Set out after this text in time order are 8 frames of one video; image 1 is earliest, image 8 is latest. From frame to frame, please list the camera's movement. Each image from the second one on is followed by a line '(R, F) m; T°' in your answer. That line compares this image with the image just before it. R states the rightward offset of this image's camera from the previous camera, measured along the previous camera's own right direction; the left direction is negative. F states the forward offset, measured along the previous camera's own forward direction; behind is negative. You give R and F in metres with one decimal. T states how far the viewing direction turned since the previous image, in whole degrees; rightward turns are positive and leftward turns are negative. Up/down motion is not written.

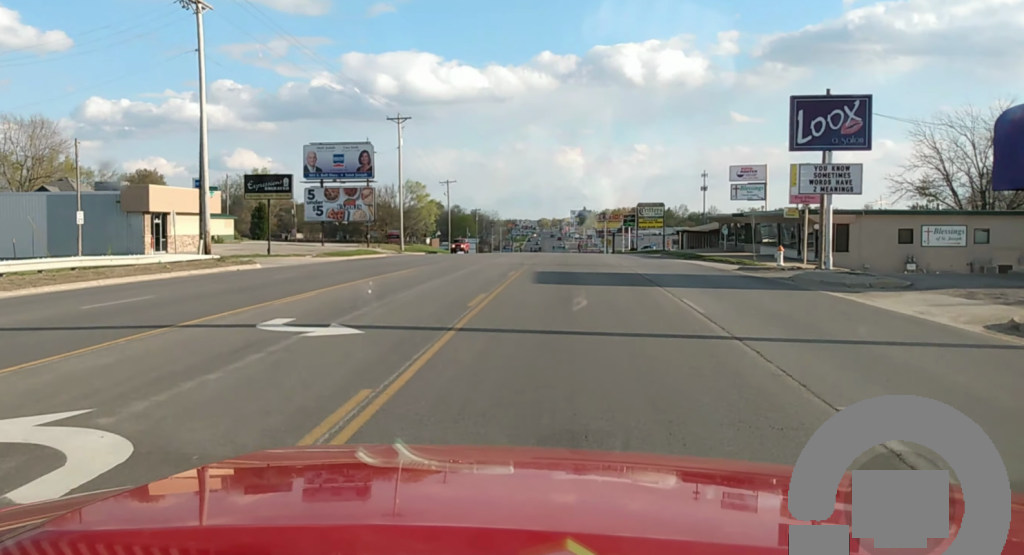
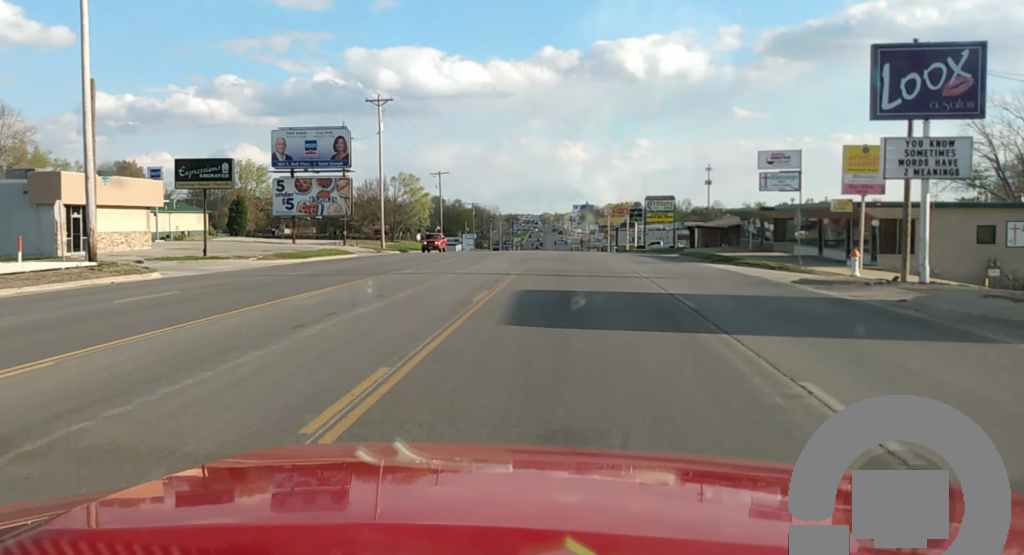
(0.0, +10.9) m; 0°
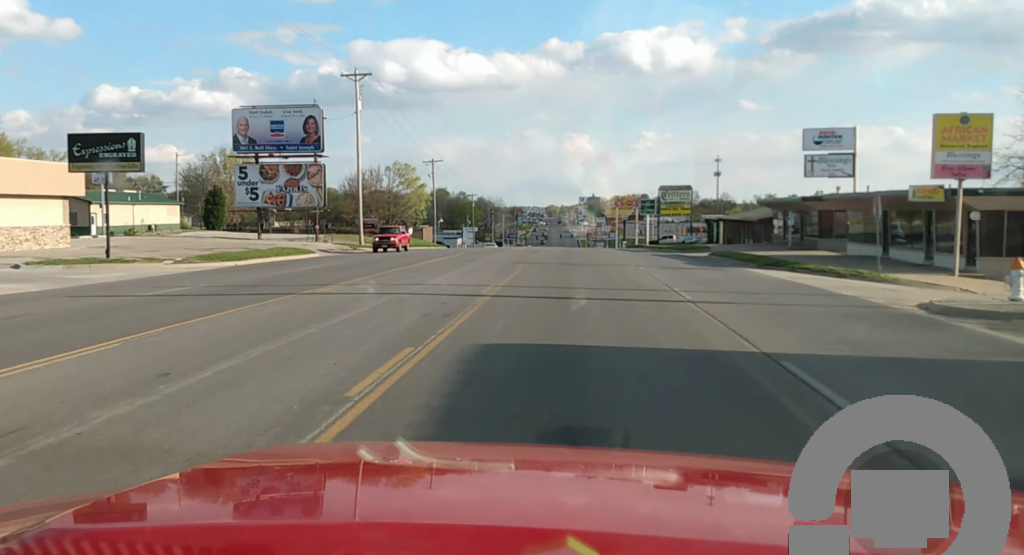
(-0.1, +10.8) m; 0°
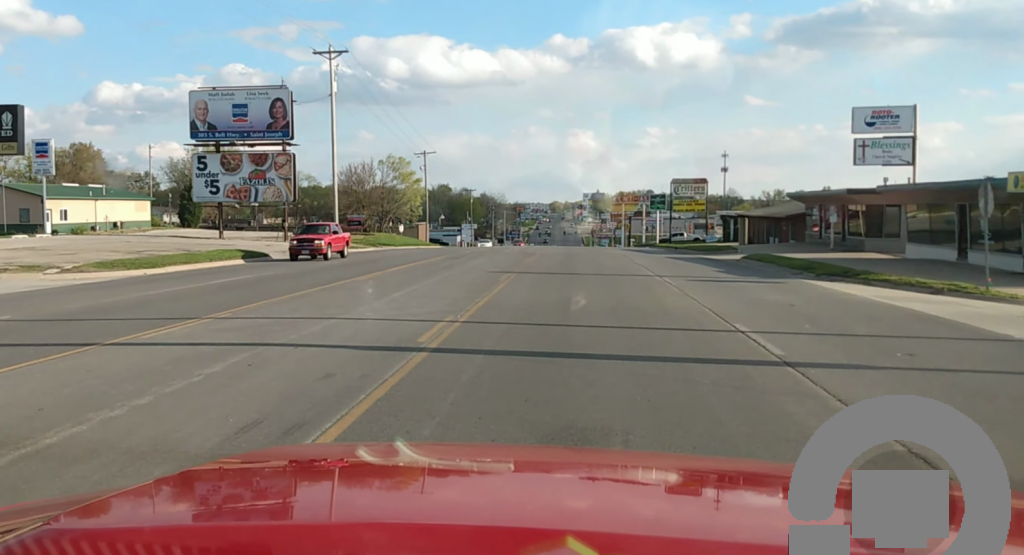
(+0.1, +8.4) m; 0°
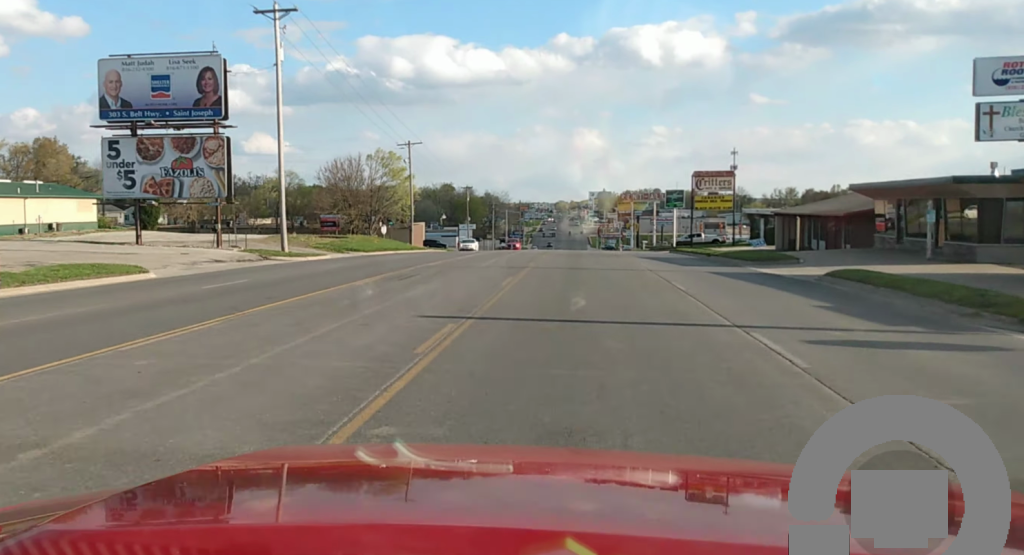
(+0.1, +13.2) m; 0°
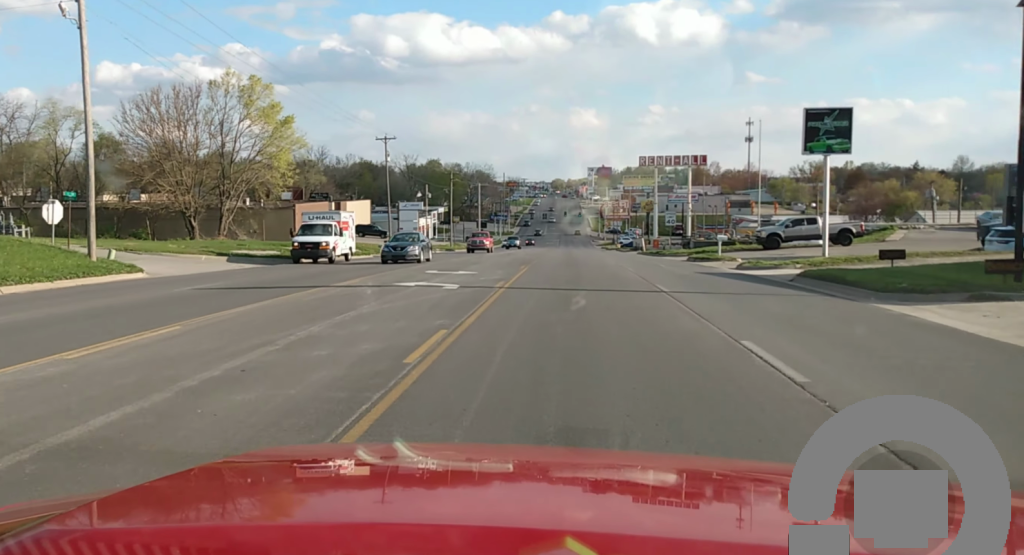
(-0.7, +62.8) m; -1°
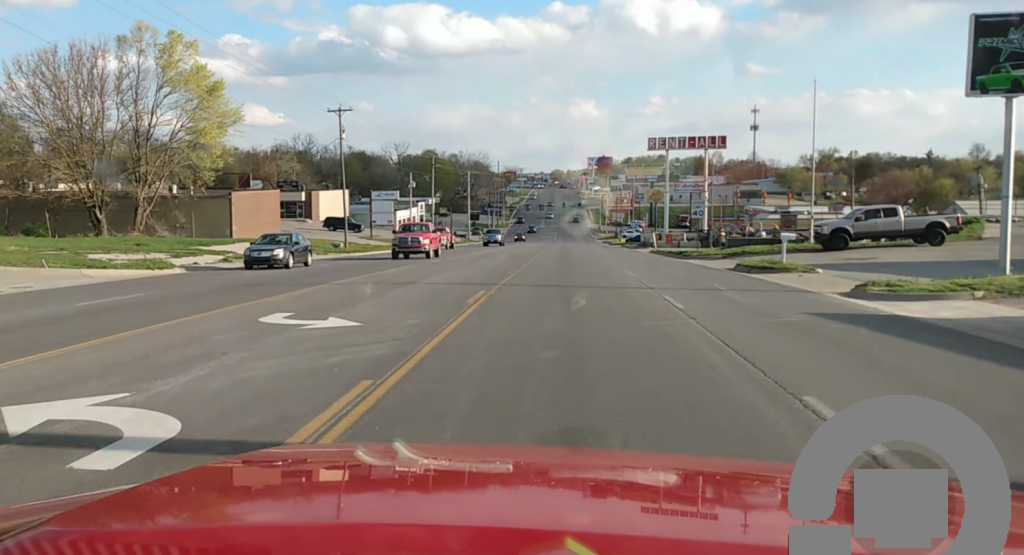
(+0.1, +16.6) m; 0°
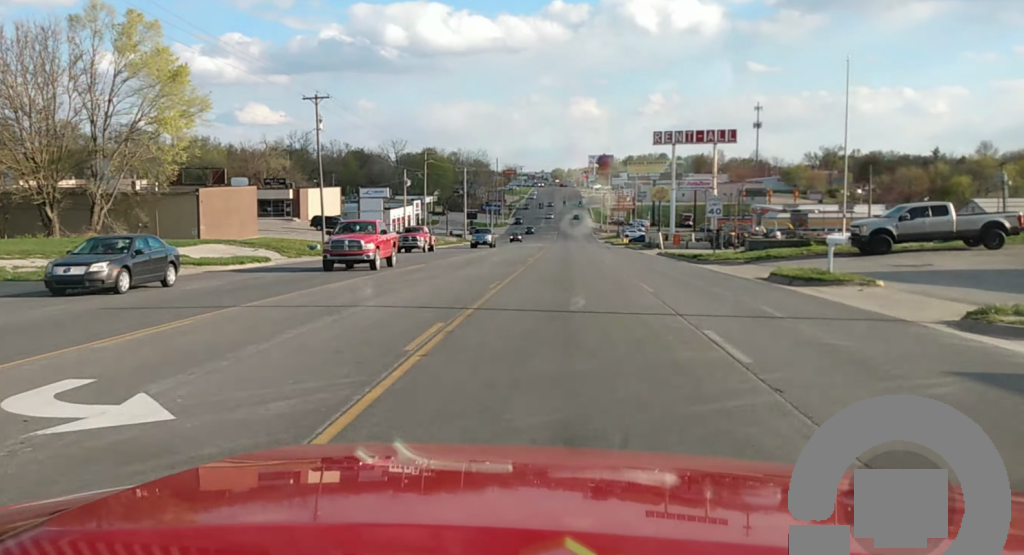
(0.0, +7.0) m; 0°
